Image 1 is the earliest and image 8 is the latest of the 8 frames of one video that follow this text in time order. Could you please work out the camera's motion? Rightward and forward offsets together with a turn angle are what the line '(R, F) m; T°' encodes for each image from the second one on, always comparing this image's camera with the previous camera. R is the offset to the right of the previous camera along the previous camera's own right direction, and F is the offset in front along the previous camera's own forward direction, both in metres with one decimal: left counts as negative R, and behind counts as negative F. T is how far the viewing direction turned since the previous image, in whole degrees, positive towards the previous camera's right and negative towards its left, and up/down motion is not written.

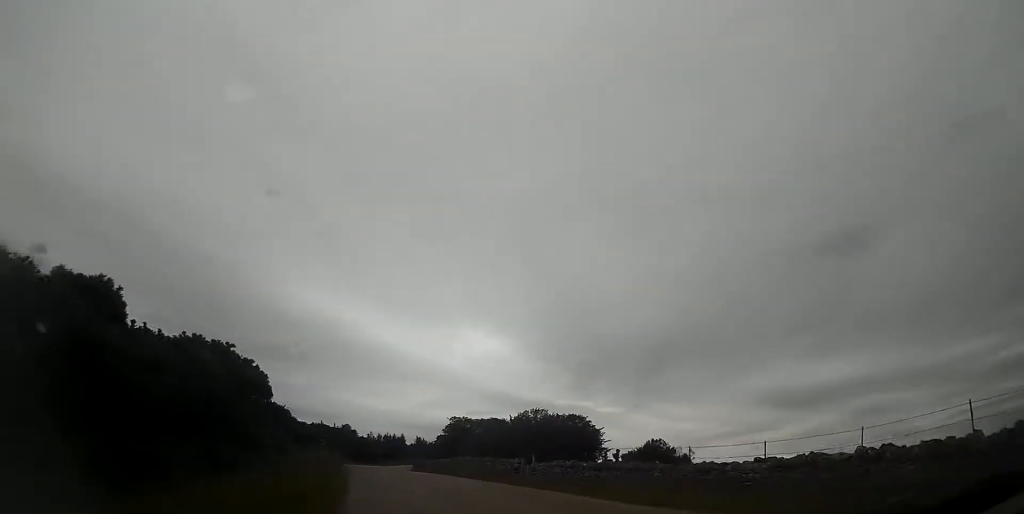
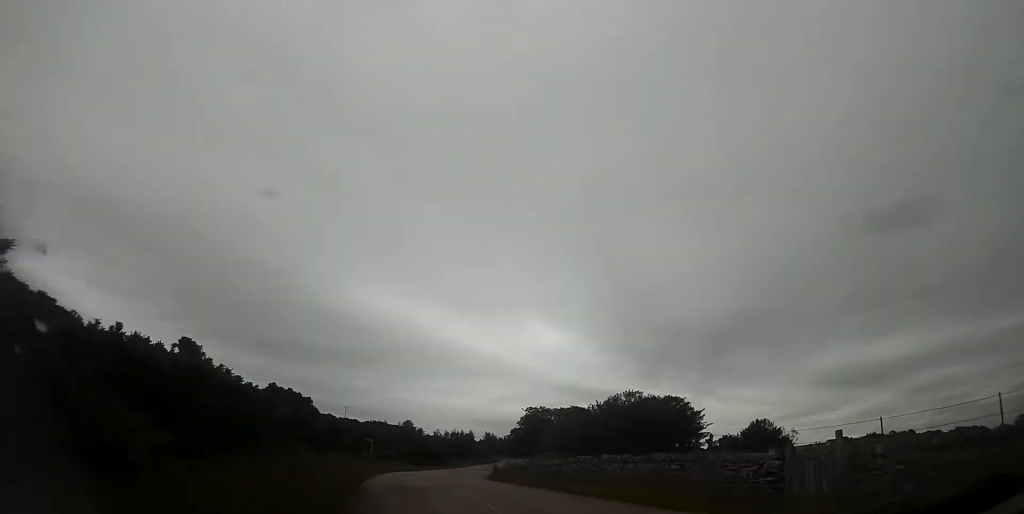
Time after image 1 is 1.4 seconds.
(-1.0, +15.3) m; -6°
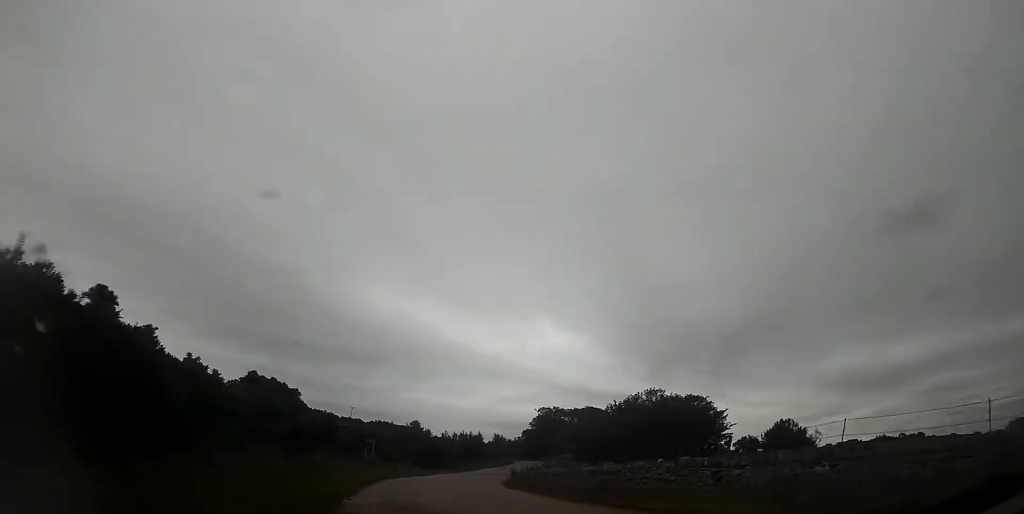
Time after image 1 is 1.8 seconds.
(0.0, +5.3) m; -1°
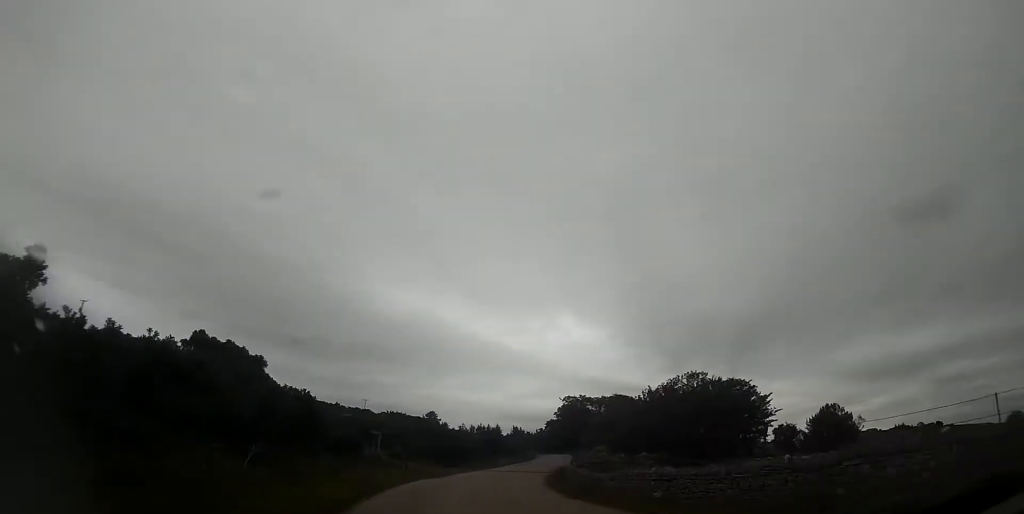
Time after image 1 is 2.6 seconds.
(-0.3, +8.6) m; 0°
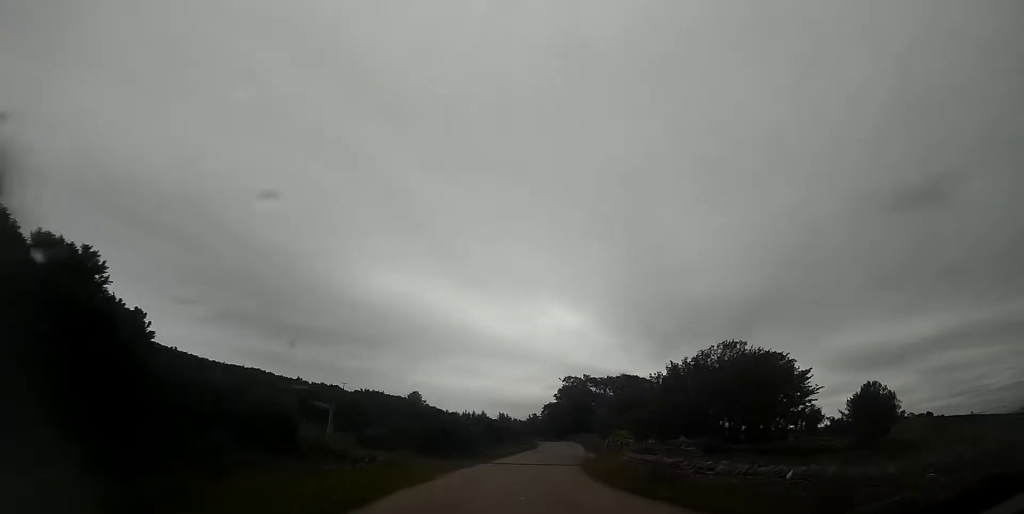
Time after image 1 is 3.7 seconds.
(+0.3, +13.8) m; +5°
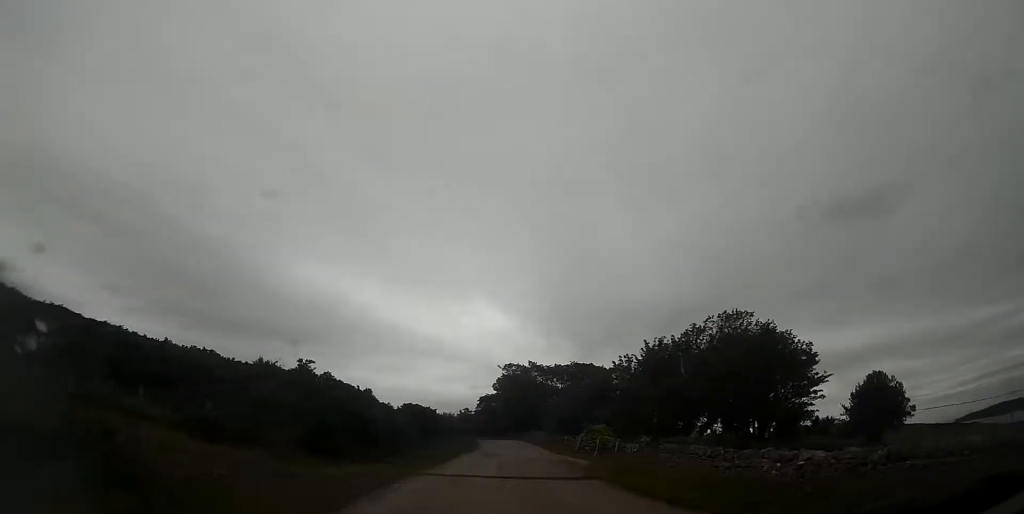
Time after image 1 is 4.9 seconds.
(+1.1, +15.6) m; +7°
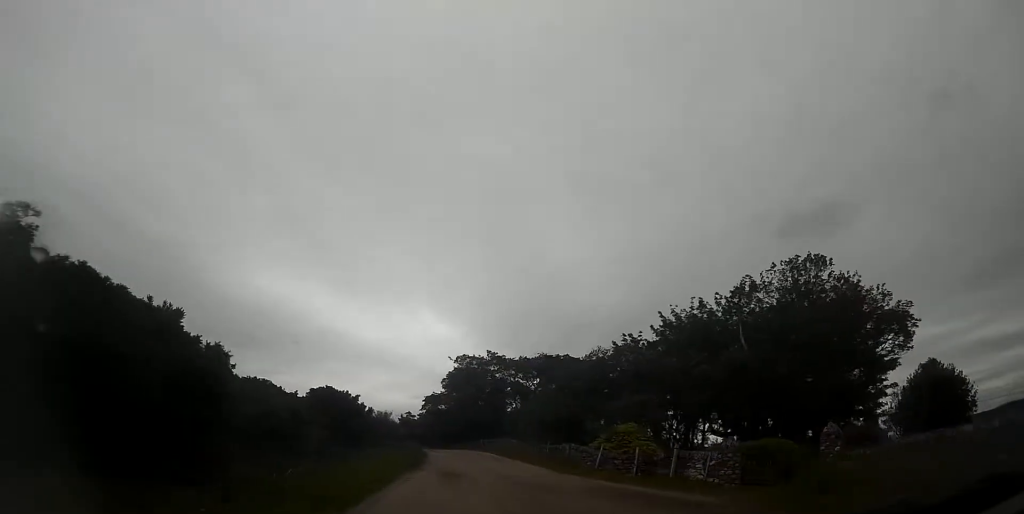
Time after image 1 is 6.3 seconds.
(+1.0, +18.2) m; +4°
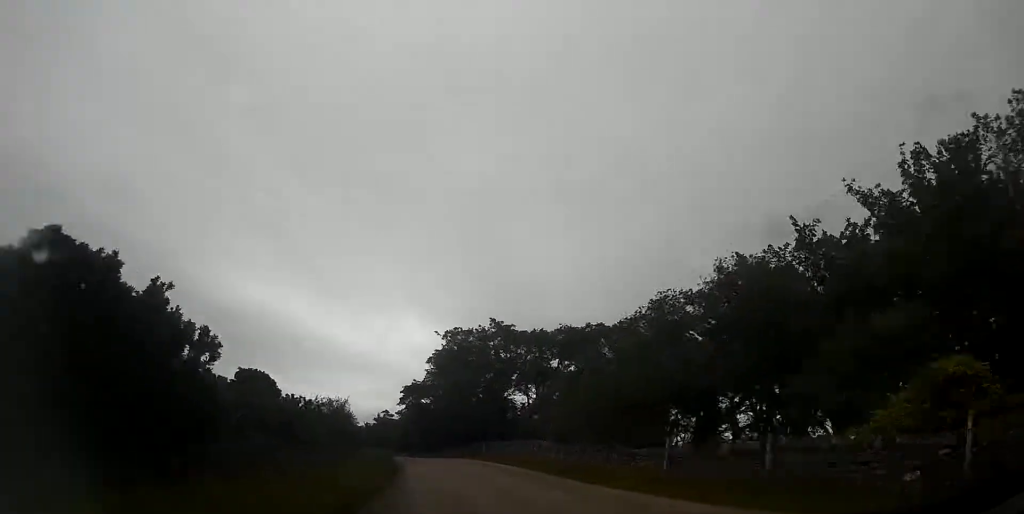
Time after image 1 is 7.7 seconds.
(+0.3, +19.2) m; +1°
